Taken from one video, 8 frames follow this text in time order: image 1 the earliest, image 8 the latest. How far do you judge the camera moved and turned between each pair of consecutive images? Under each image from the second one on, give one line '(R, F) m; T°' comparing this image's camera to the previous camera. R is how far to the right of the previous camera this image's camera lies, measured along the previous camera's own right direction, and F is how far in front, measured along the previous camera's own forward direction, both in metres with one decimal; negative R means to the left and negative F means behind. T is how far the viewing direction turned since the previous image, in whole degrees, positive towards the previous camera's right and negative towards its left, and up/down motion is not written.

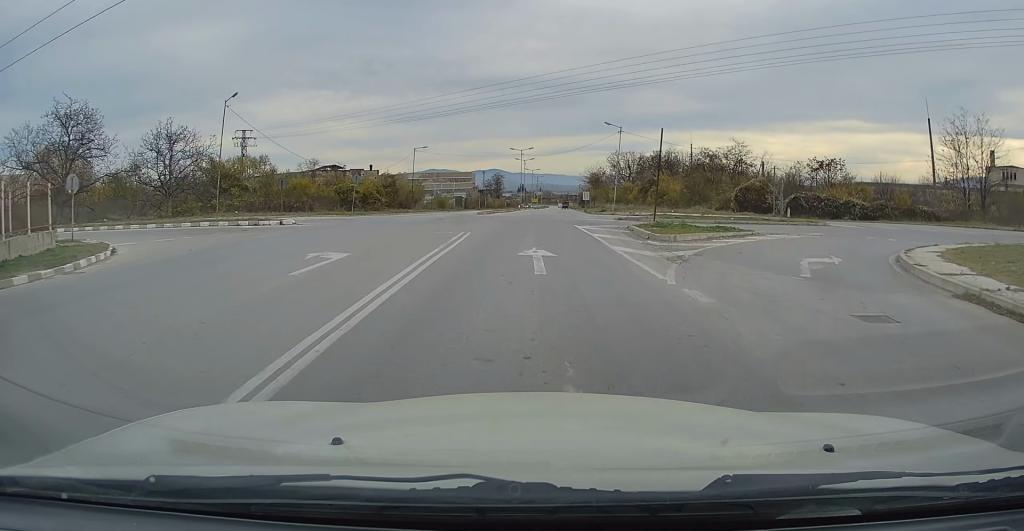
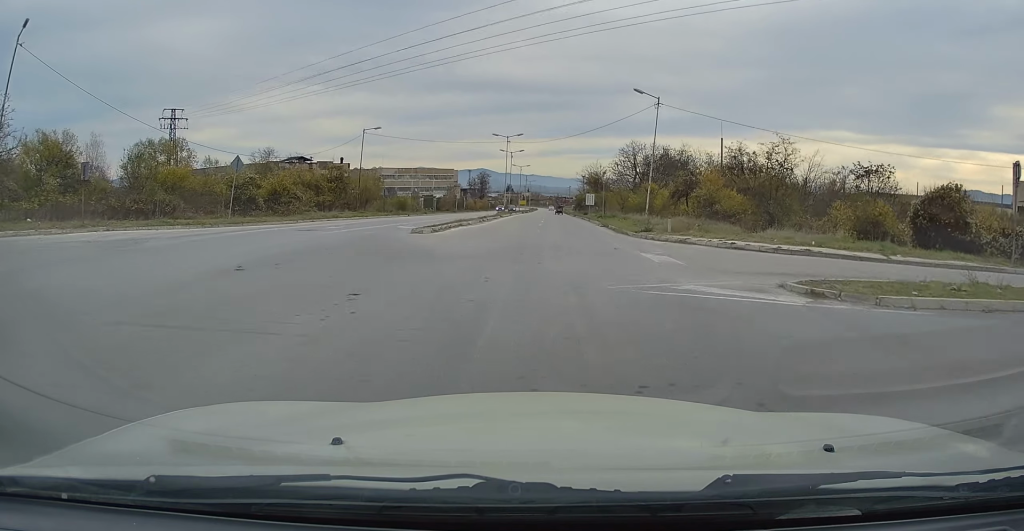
(+0.6, +21.6) m; +2°
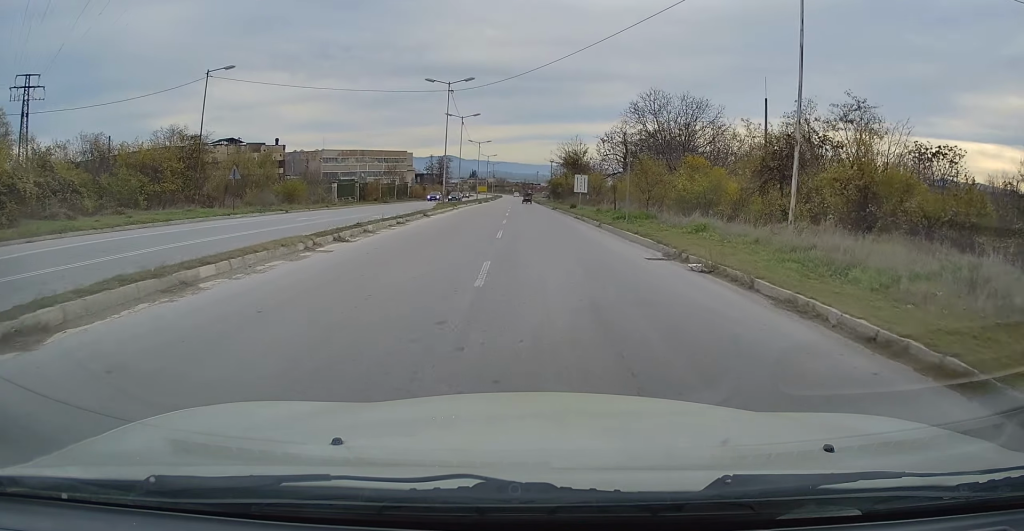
(+0.4, +26.1) m; +1°
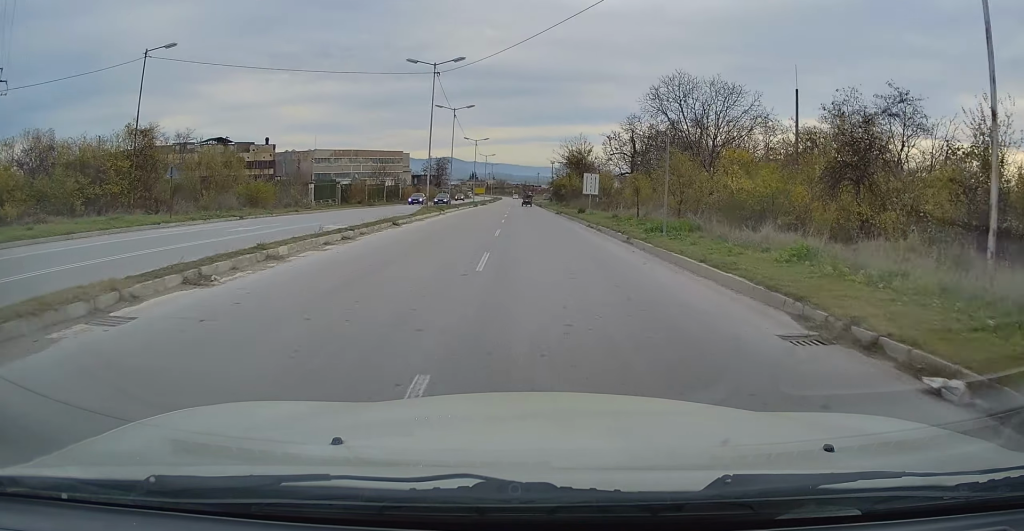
(0.0, +6.8) m; 0°
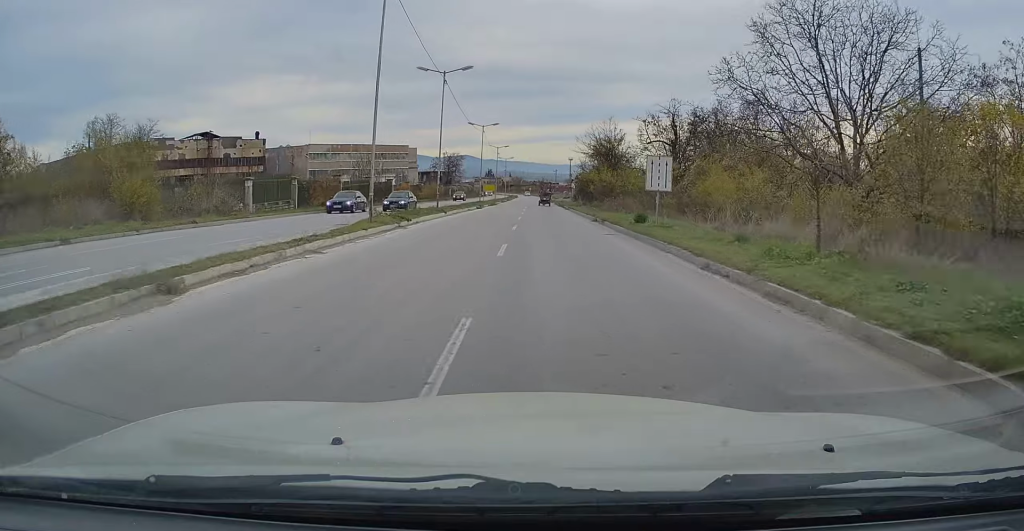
(0.0, +15.5) m; 0°
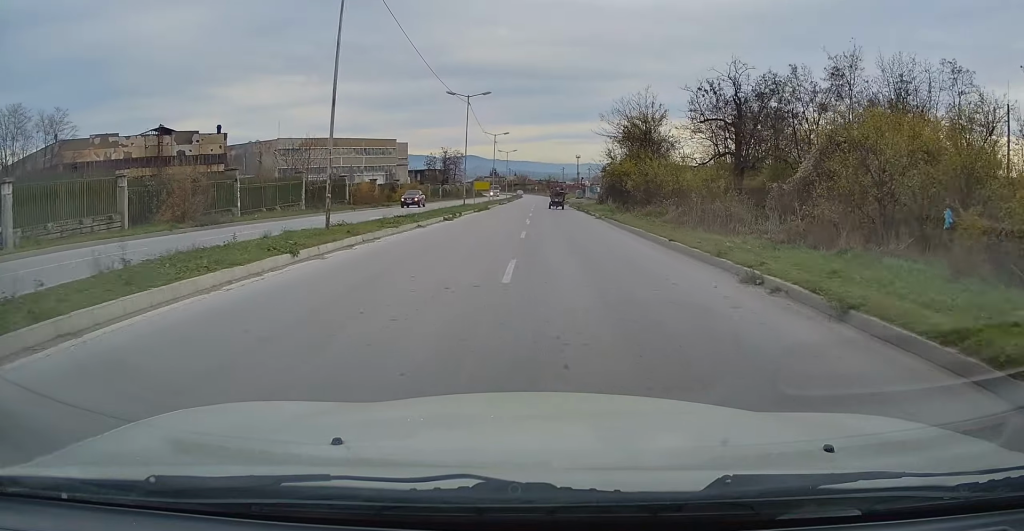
(0.0, +20.9) m; 0°
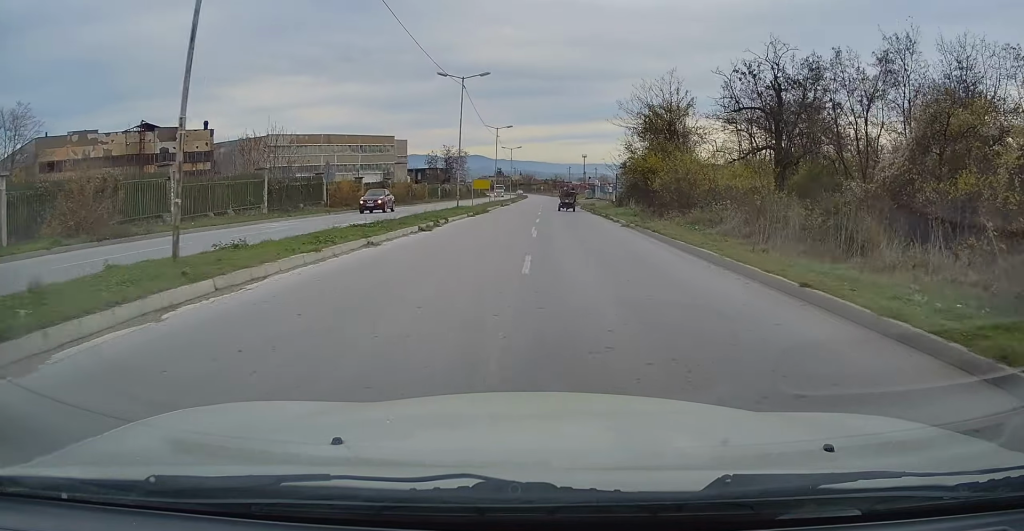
(0.0, +7.5) m; -1°
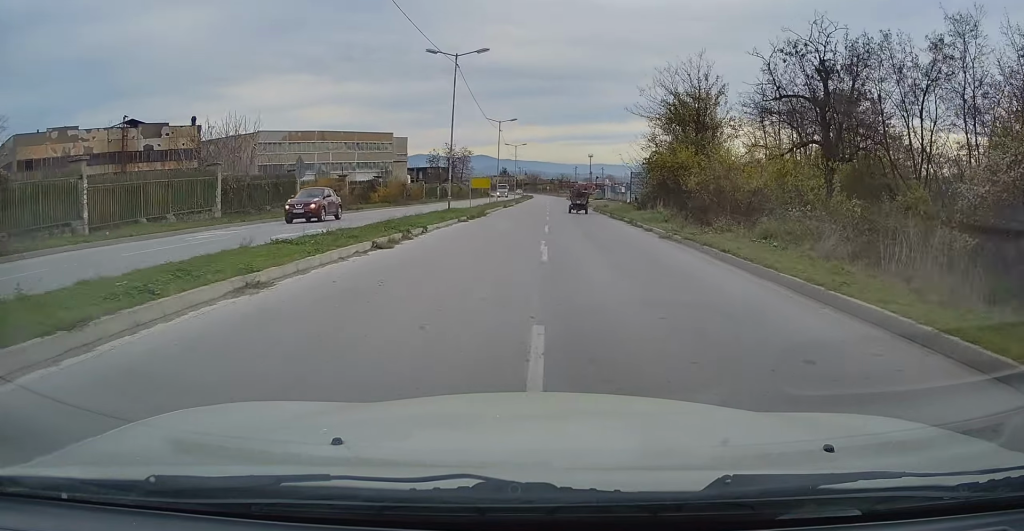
(+0.1, +6.6) m; -1°
